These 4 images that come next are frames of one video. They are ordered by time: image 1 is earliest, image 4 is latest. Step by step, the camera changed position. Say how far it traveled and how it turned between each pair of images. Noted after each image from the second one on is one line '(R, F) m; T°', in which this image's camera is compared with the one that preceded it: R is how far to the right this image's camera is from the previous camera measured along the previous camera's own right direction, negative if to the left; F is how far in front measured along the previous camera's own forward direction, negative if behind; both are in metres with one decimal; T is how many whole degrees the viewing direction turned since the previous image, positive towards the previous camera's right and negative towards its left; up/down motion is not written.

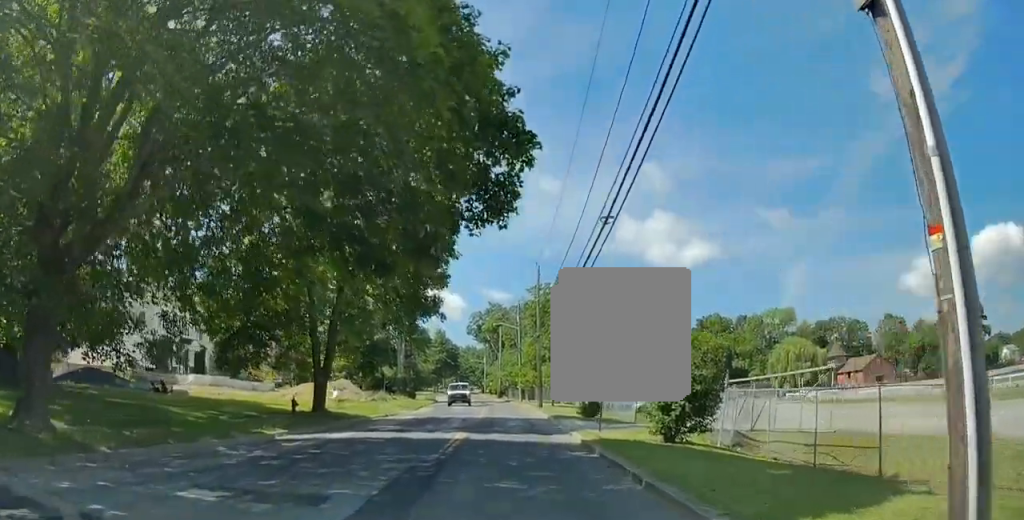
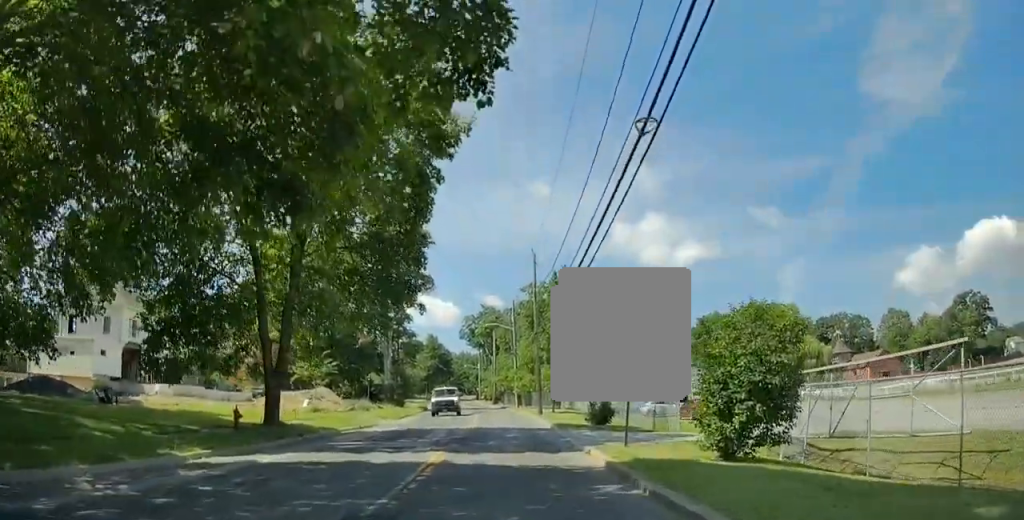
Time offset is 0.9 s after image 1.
(-0.4, +5.6) m; 0°
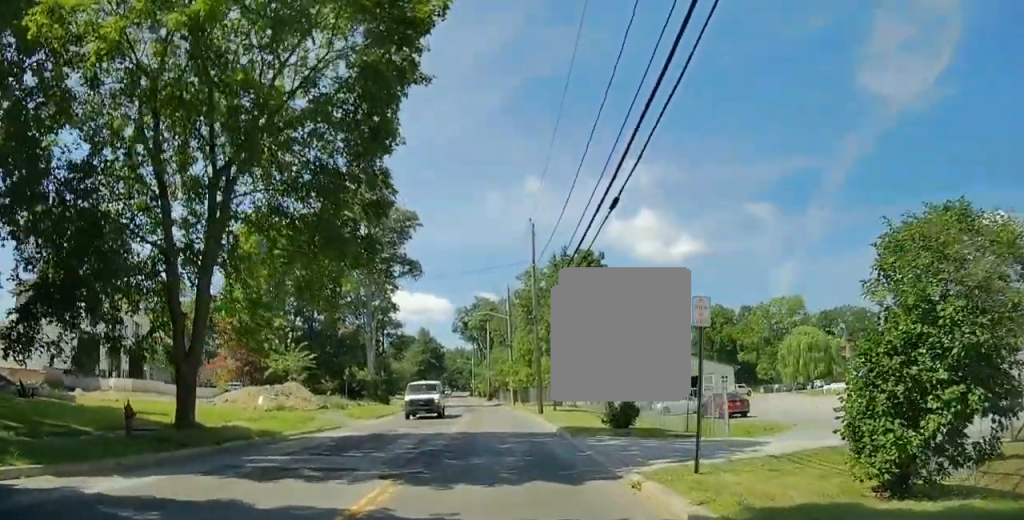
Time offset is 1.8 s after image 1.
(+0.3, +6.3) m; 0°
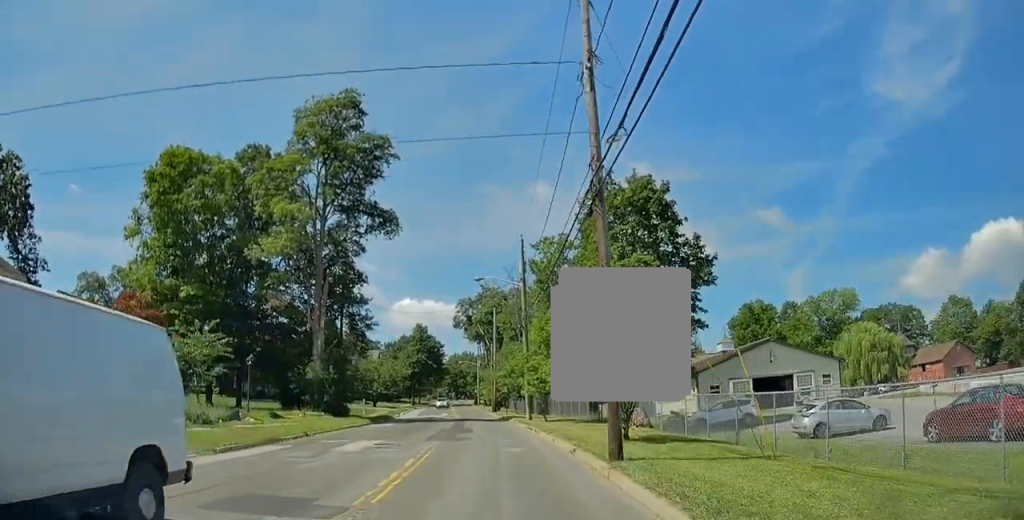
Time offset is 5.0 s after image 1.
(-0.5, +22.7) m; -1°
